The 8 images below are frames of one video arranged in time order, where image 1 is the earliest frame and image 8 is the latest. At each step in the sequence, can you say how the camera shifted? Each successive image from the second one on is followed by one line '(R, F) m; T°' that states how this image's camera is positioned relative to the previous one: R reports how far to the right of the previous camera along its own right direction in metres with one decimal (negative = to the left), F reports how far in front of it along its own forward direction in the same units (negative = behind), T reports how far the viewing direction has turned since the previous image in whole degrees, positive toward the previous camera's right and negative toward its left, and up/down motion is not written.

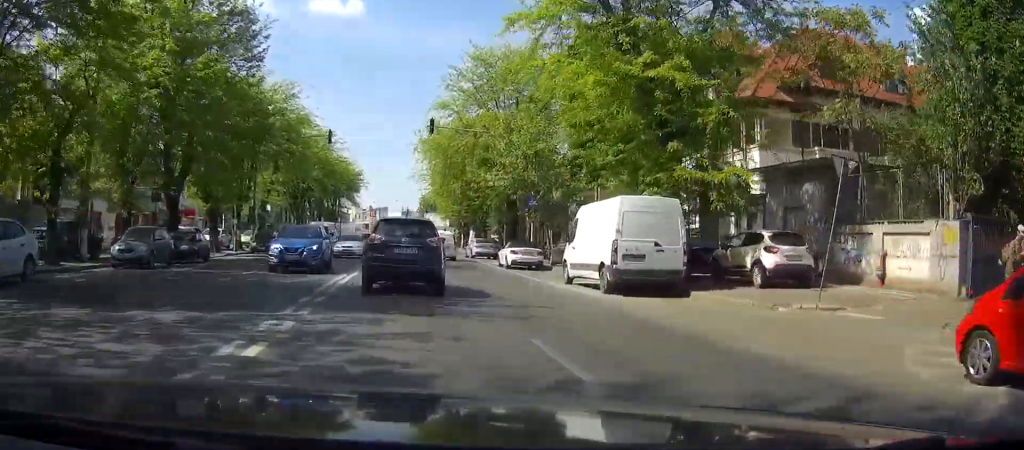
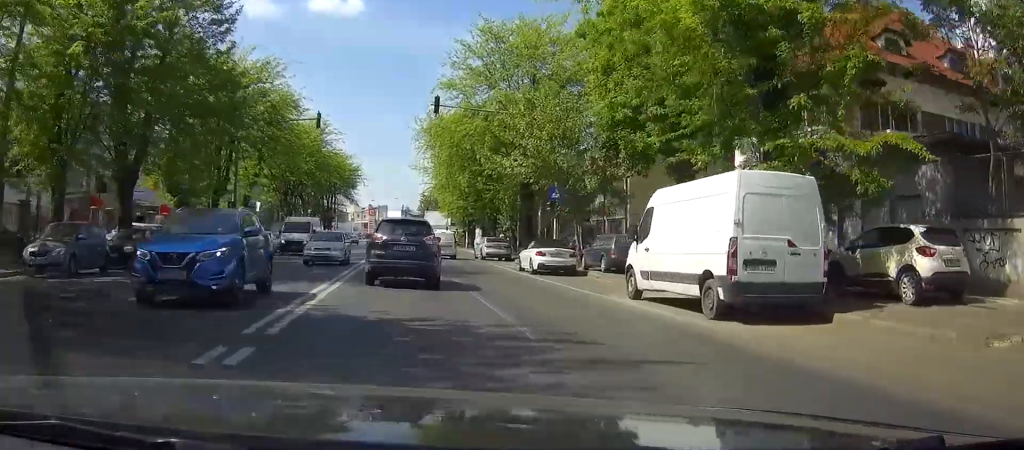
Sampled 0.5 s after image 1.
(+0.1, +6.3) m; 0°
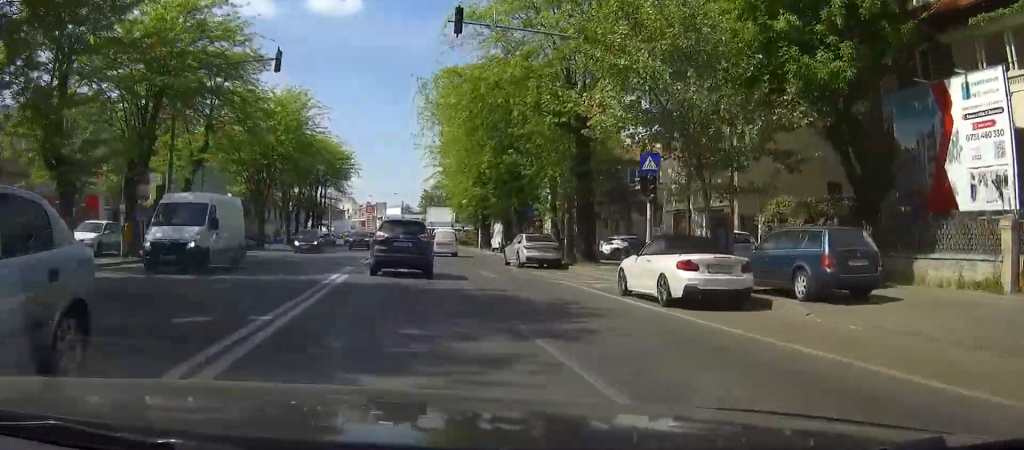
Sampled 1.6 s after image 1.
(-0.1, +14.1) m; -1°
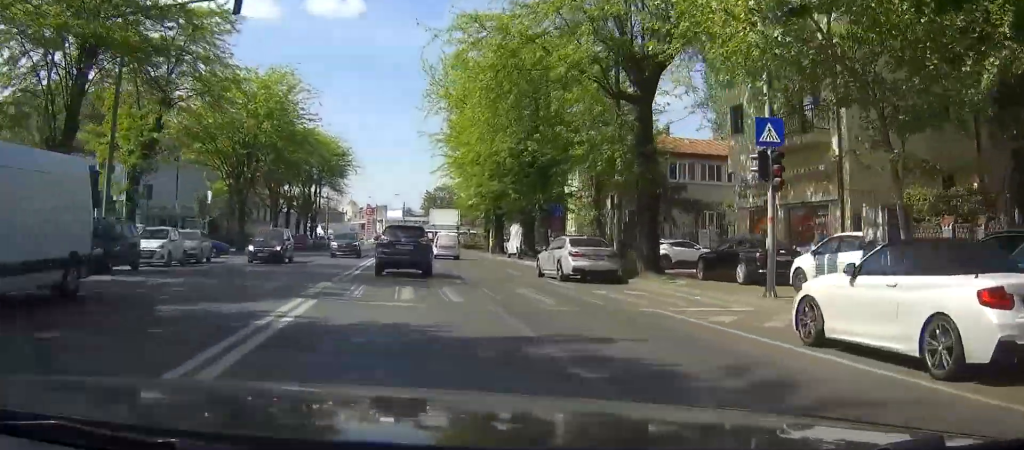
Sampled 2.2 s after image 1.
(0.0, +8.0) m; 0°
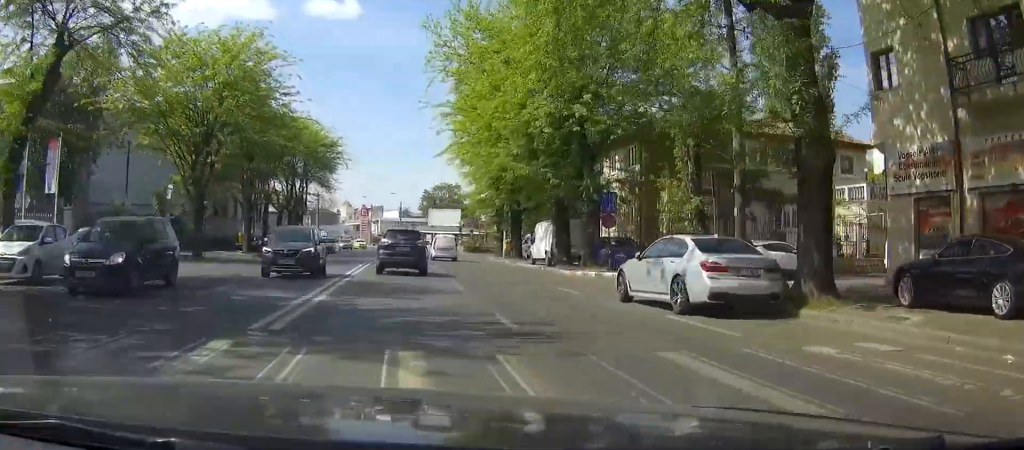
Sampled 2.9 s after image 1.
(0.0, +10.4) m; 0°
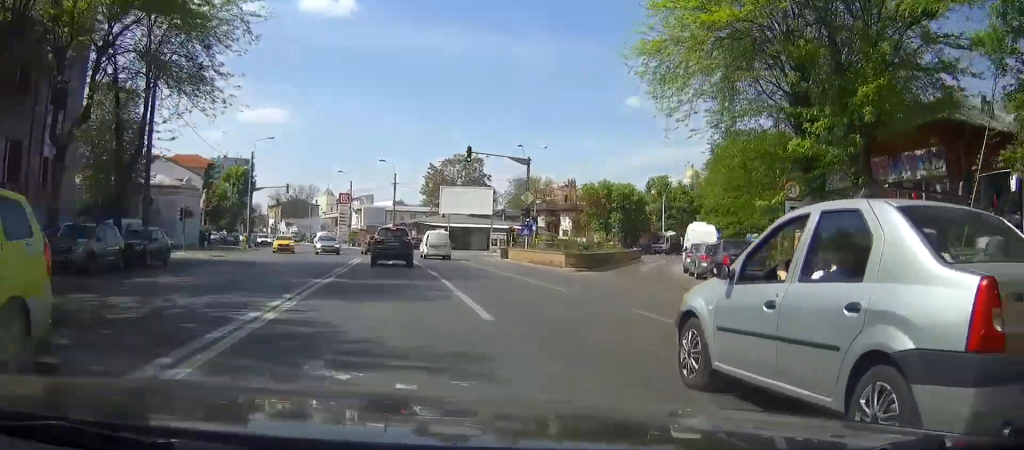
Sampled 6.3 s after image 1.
(+0.2, +51.5) m; 0°
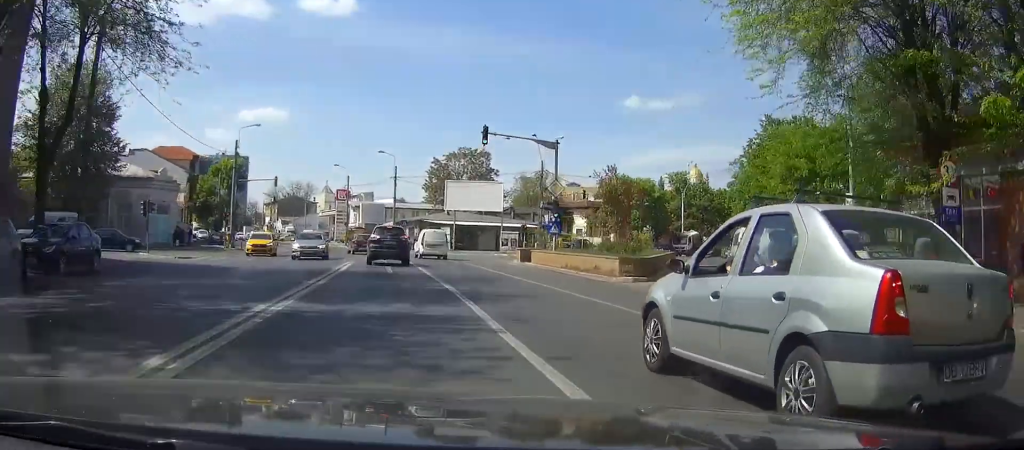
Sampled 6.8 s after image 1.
(0.0, +7.6) m; 0°
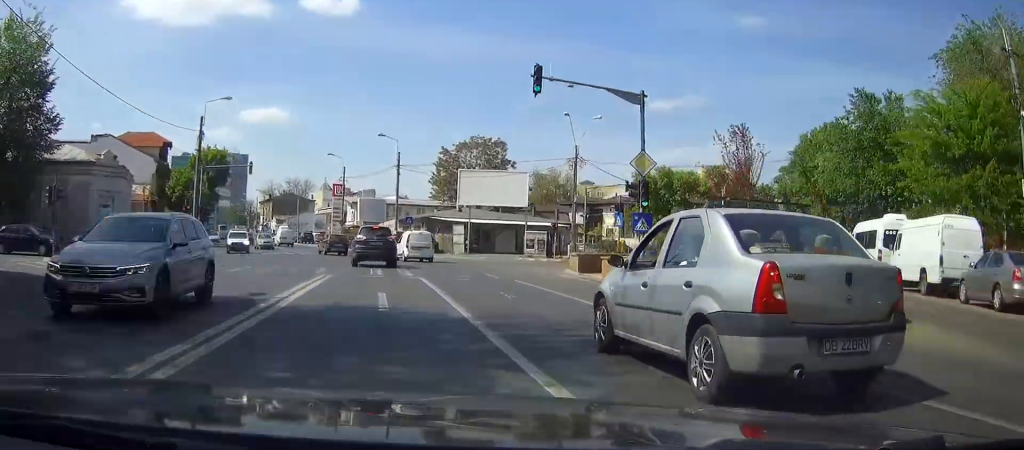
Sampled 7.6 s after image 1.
(+0.1, +12.9) m; 0°
